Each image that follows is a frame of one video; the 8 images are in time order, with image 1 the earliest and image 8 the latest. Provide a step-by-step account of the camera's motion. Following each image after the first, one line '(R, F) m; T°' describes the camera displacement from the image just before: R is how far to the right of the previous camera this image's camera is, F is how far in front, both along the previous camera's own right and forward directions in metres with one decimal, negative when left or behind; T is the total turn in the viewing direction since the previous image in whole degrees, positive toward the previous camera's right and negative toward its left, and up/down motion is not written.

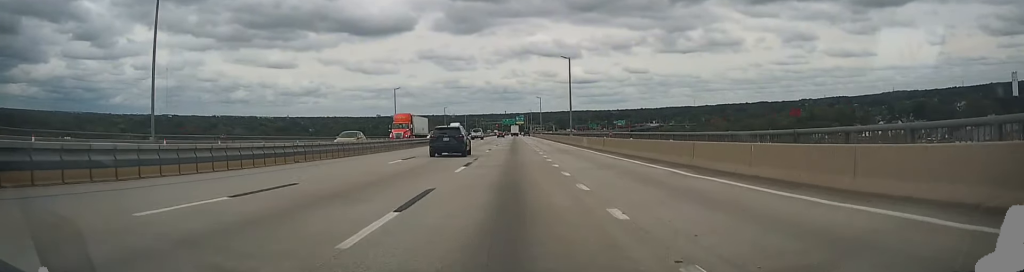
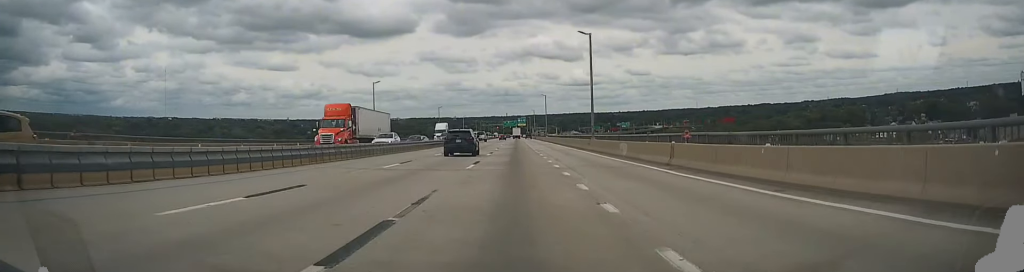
(-0.2, +16.9) m; -1°
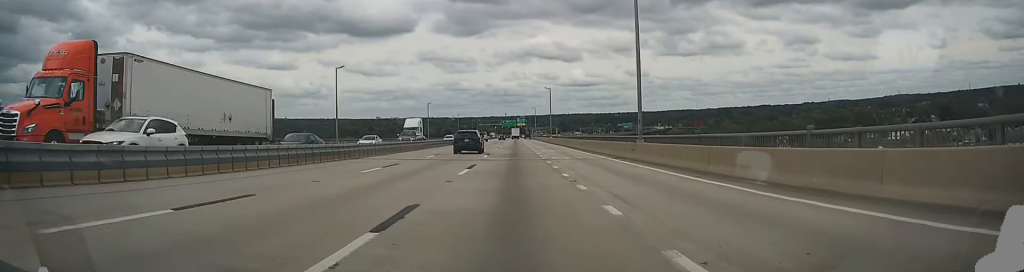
(-0.2, +18.3) m; 0°
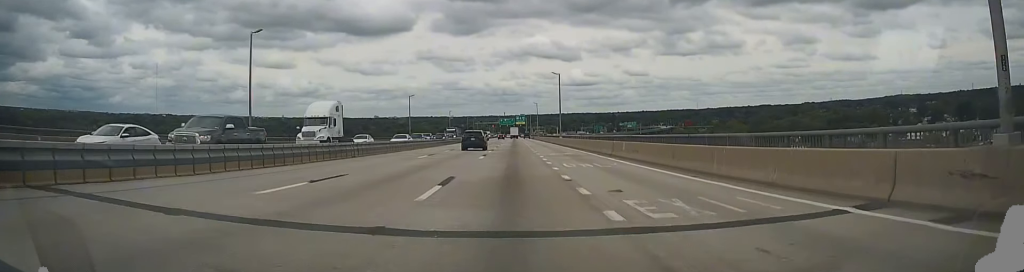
(+0.1, +23.2) m; +1°
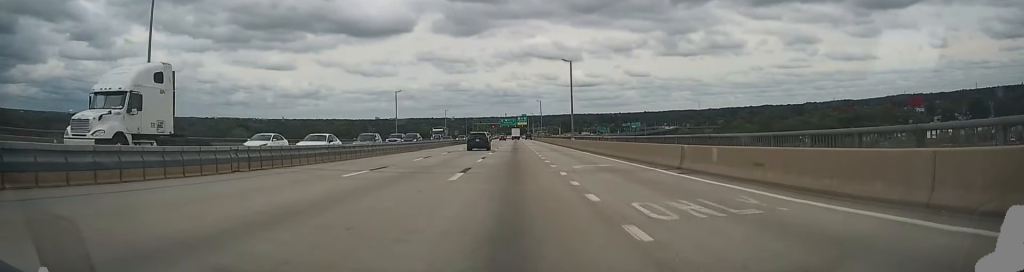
(+0.1, +15.1) m; 0°
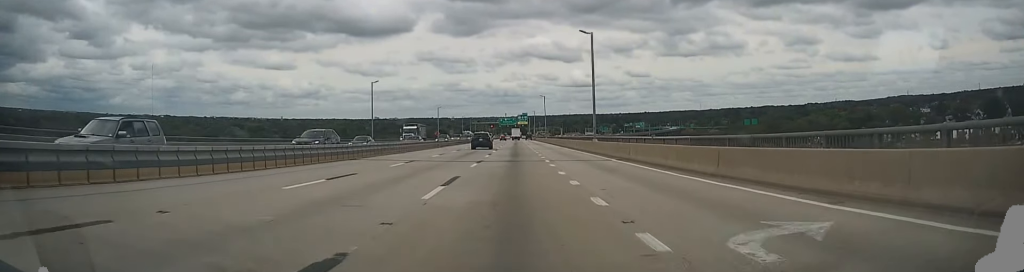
(0.0, +17.3) m; 0°
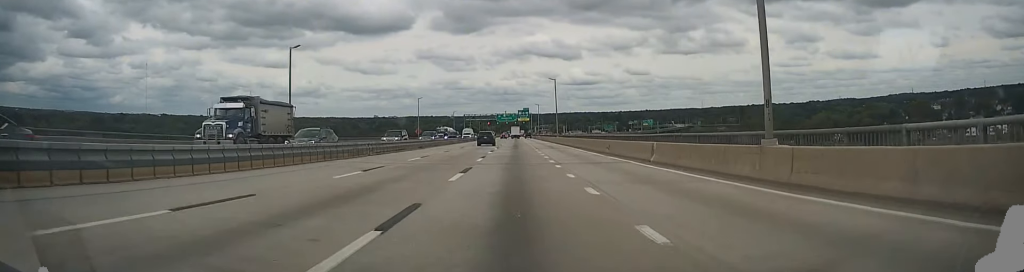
(0.0, +32.3) m; 0°
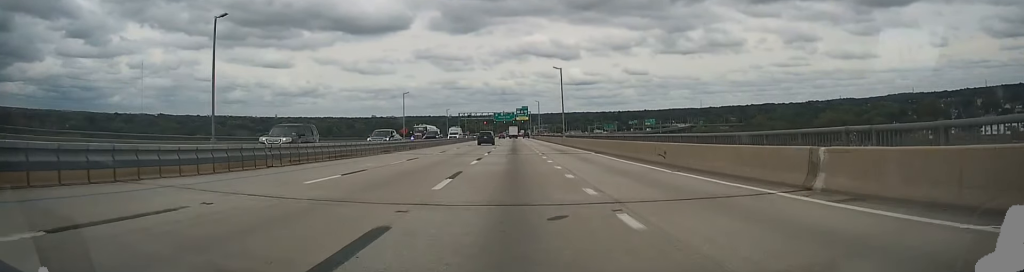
(+0.2, +15.1) m; 0°
